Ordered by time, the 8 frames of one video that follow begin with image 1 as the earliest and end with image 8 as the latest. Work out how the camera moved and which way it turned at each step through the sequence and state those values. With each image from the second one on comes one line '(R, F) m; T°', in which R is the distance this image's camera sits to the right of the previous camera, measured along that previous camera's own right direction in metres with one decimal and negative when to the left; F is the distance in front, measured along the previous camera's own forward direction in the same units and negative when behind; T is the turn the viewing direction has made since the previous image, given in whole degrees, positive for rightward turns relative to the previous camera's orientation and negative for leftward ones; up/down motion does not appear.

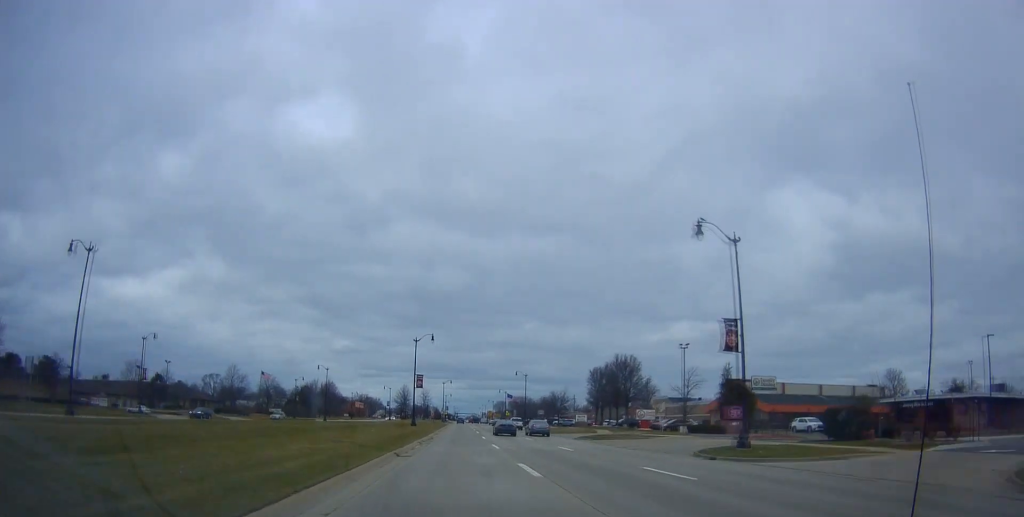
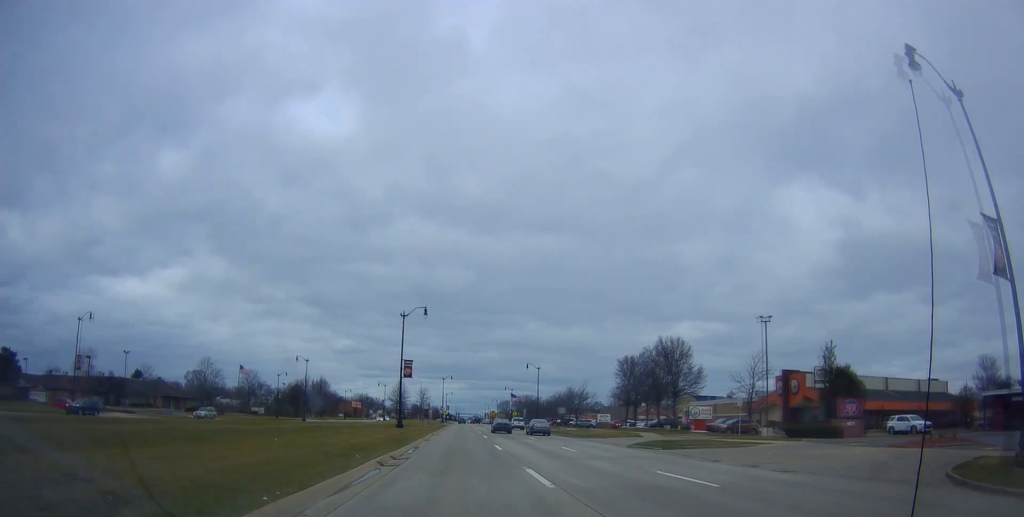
(+0.6, +16.4) m; +1°
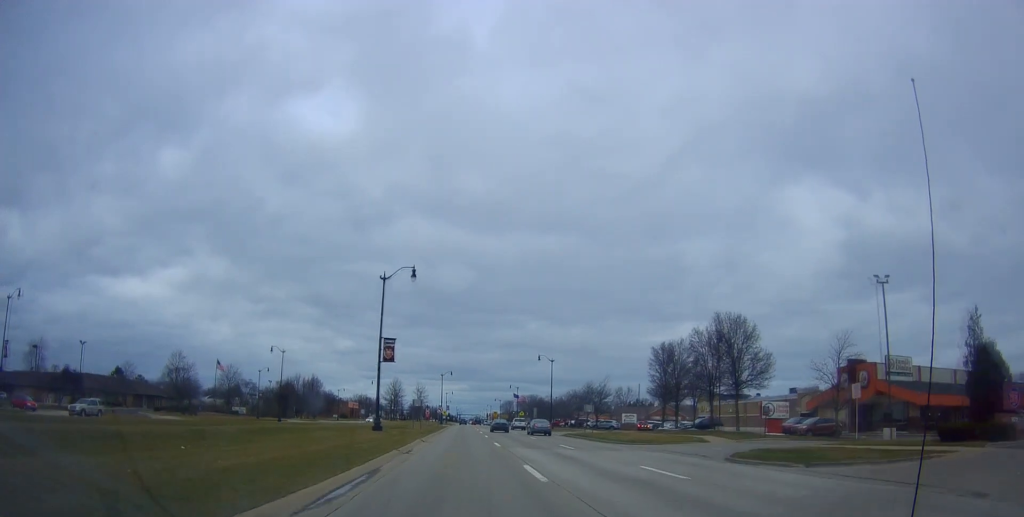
(-0.3, +13.9) m; 0°
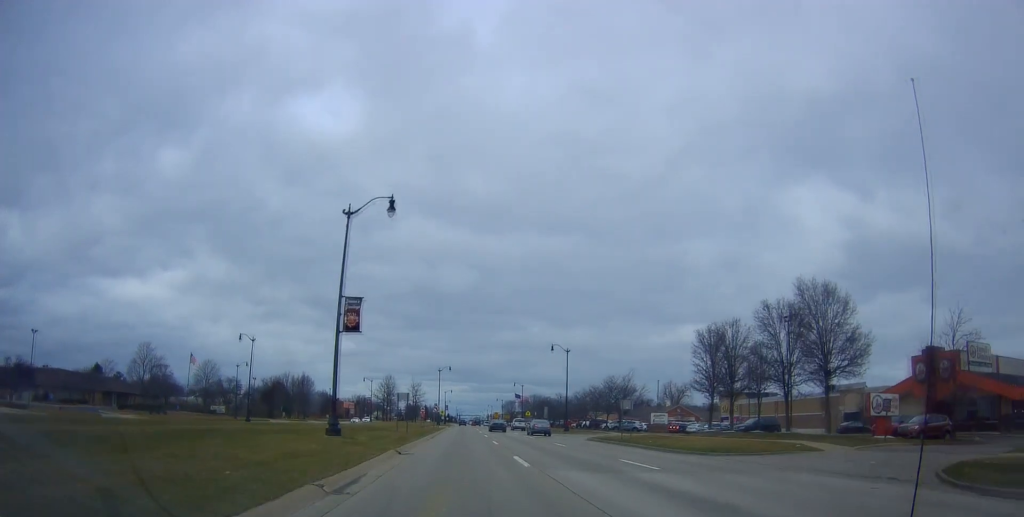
(+0.1, +12.6) m; -1°
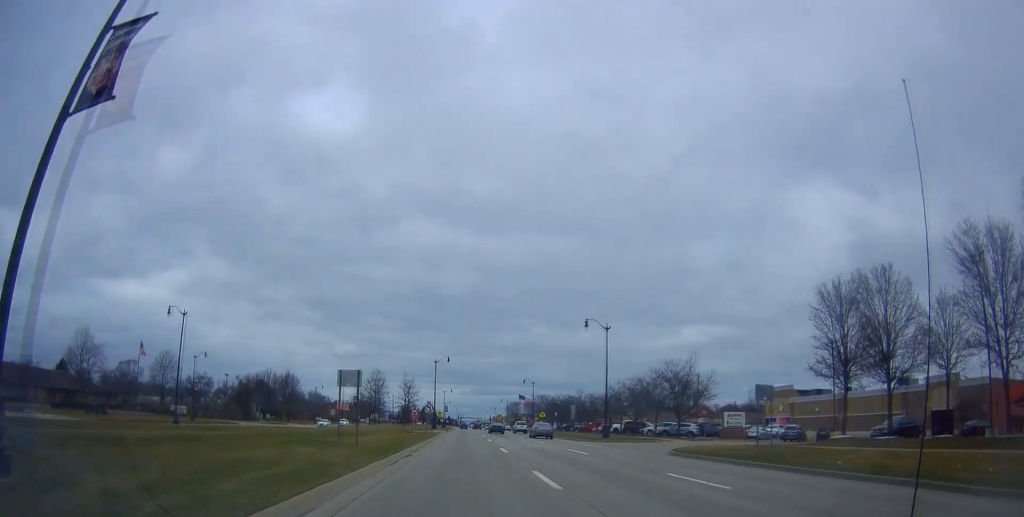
(-0.2, +19.4) m; -1°
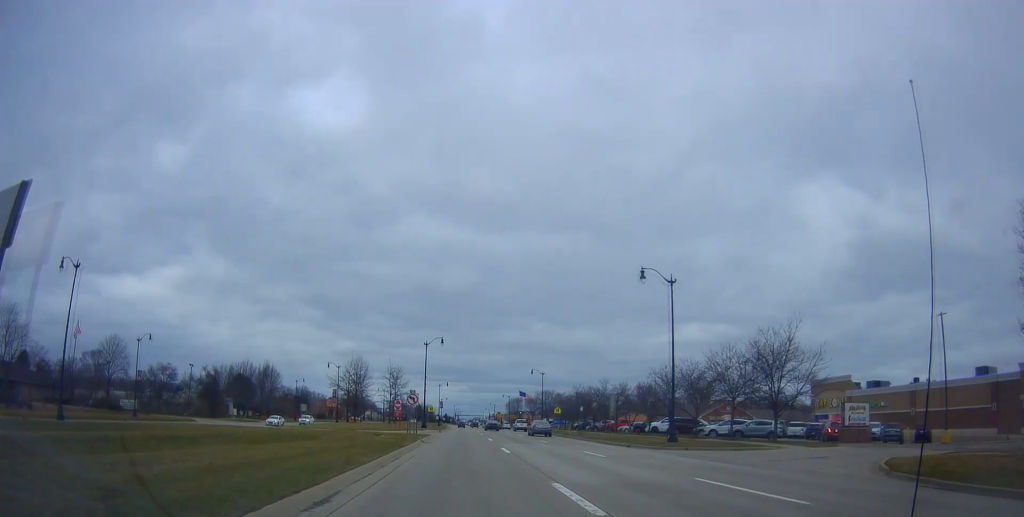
(-0.1, +17.4) m; 0°
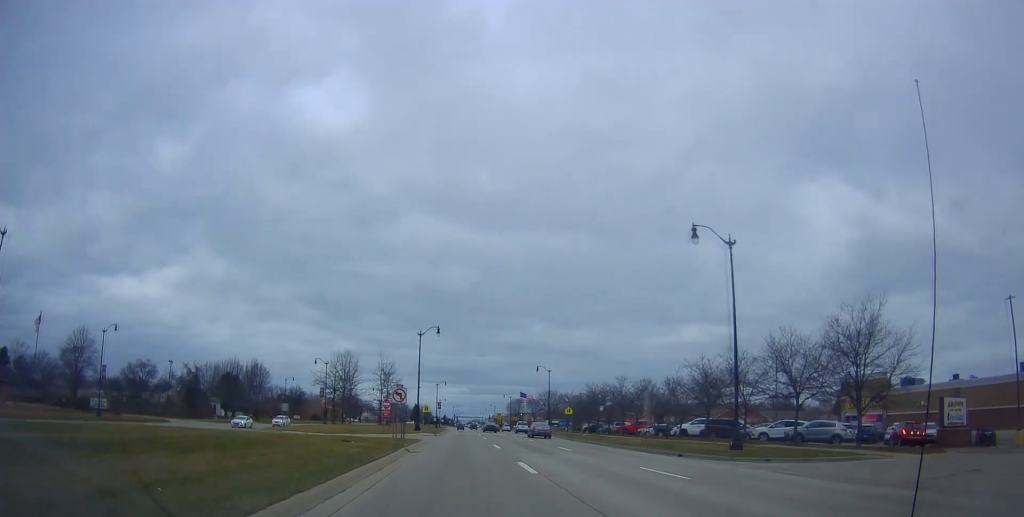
(+0.4, +8.7) m; 0°
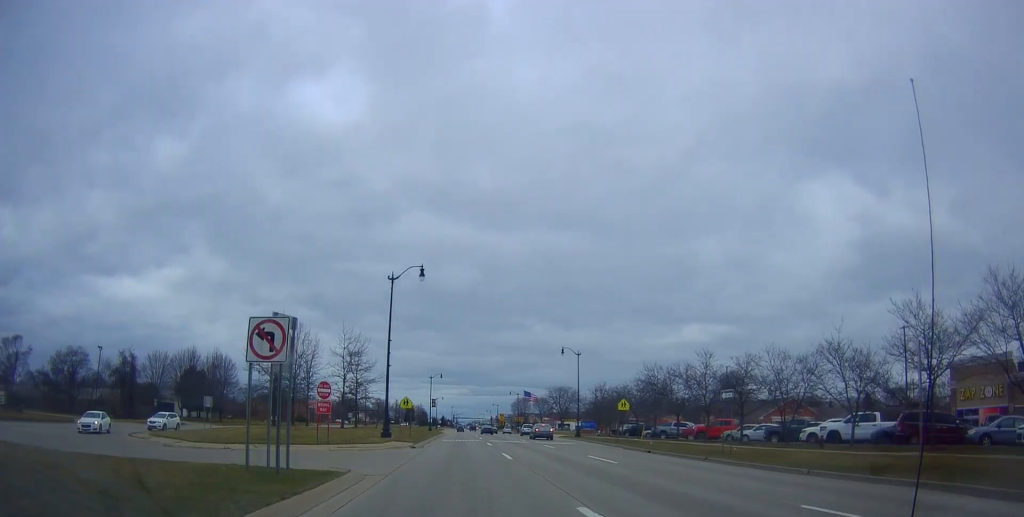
(-0.5, +24.5) m; 0°
